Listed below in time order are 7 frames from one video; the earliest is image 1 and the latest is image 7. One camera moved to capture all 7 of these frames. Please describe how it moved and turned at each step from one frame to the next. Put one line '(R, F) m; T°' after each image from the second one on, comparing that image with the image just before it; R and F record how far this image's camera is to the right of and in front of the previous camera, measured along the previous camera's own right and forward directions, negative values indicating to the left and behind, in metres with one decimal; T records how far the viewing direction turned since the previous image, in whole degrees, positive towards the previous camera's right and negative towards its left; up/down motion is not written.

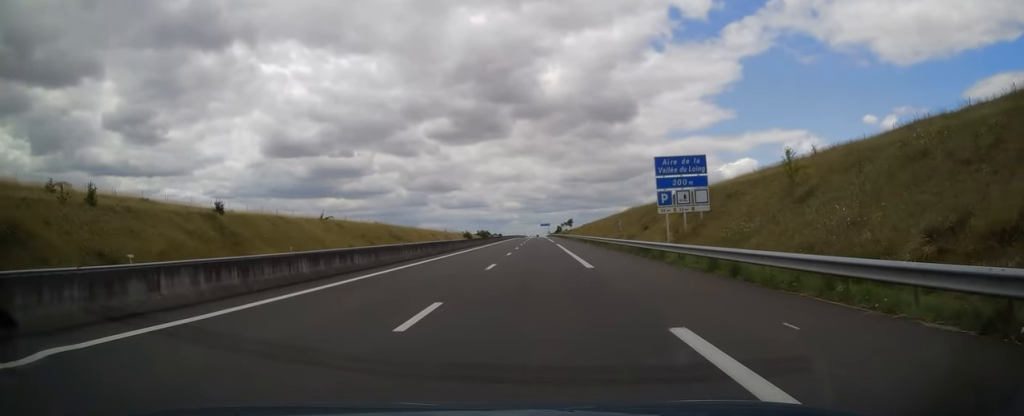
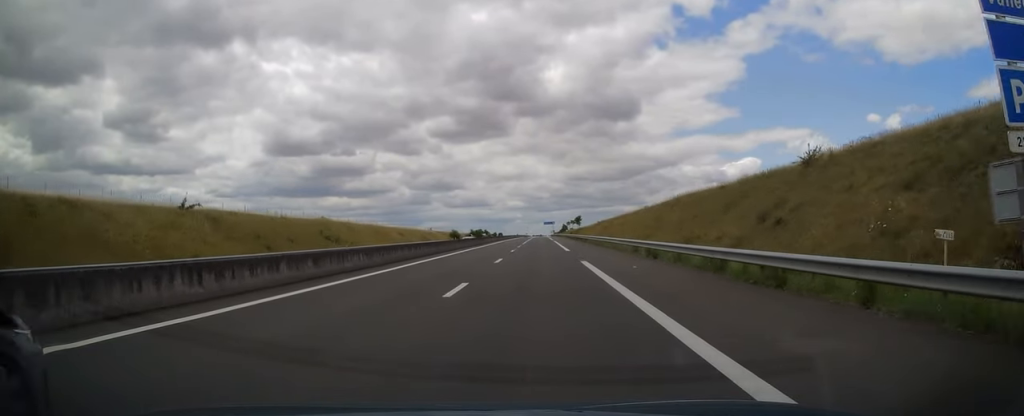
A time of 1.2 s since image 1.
(0.0, +36.4) m; 0°
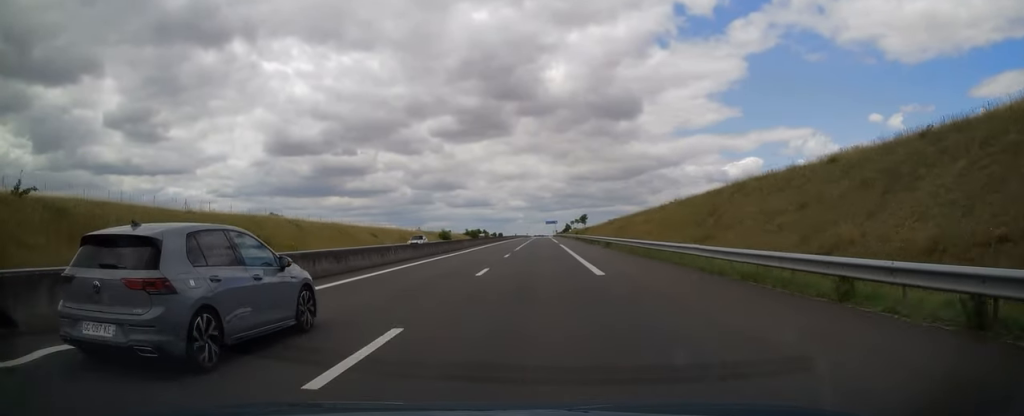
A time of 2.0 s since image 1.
(0.0, +20.9) m; 0°
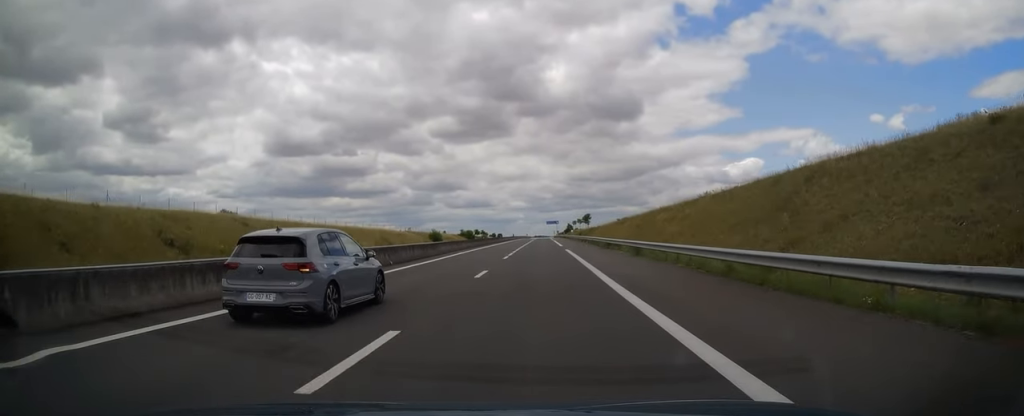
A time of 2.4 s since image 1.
(+0.1, +13.6) m; 0°
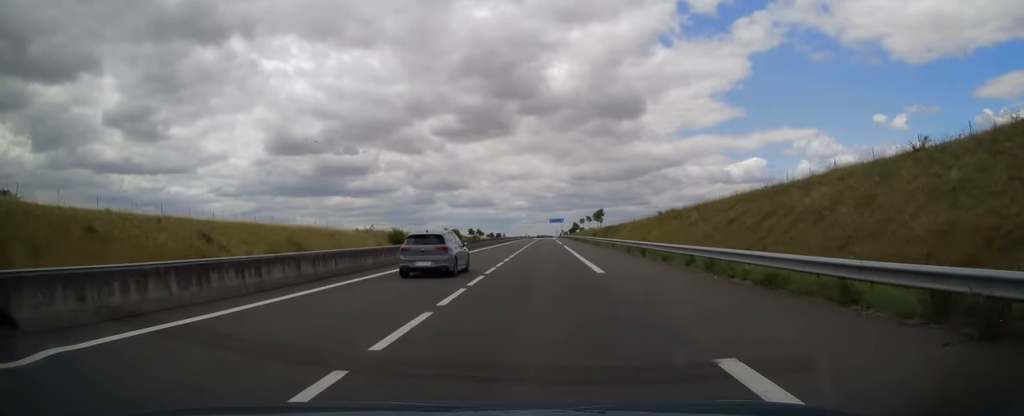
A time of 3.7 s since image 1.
(-0.3, +37.0) m; 0°
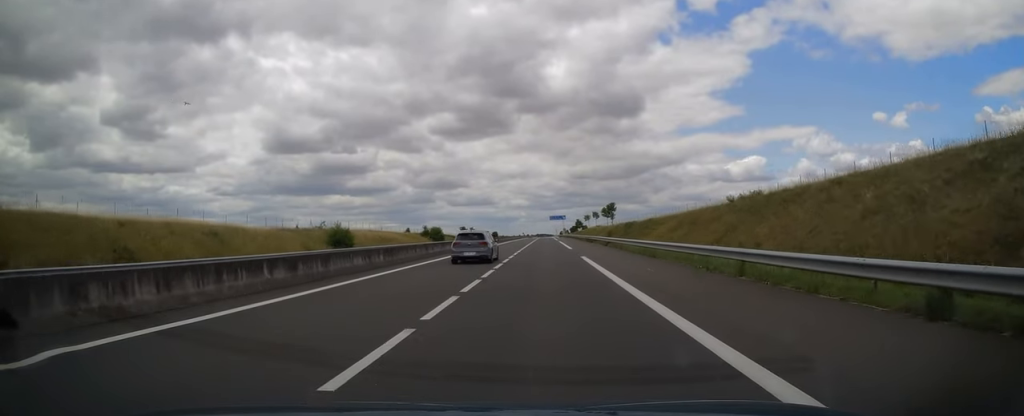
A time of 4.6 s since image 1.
(+0.1, +27.7) m; 0°
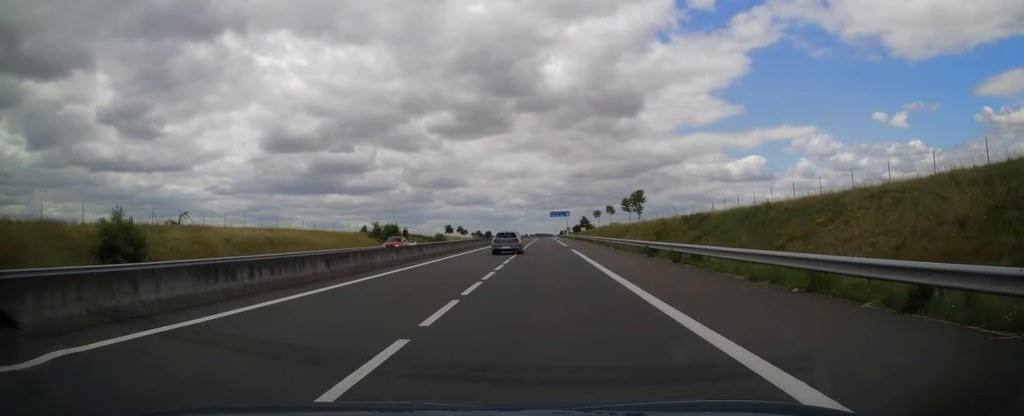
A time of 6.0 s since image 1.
(0.0, +39.4) m; +1°
